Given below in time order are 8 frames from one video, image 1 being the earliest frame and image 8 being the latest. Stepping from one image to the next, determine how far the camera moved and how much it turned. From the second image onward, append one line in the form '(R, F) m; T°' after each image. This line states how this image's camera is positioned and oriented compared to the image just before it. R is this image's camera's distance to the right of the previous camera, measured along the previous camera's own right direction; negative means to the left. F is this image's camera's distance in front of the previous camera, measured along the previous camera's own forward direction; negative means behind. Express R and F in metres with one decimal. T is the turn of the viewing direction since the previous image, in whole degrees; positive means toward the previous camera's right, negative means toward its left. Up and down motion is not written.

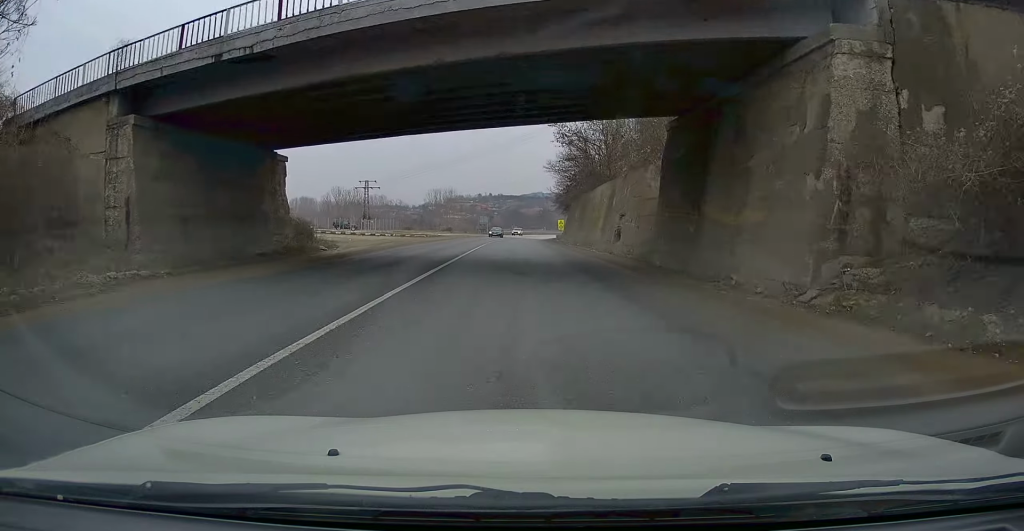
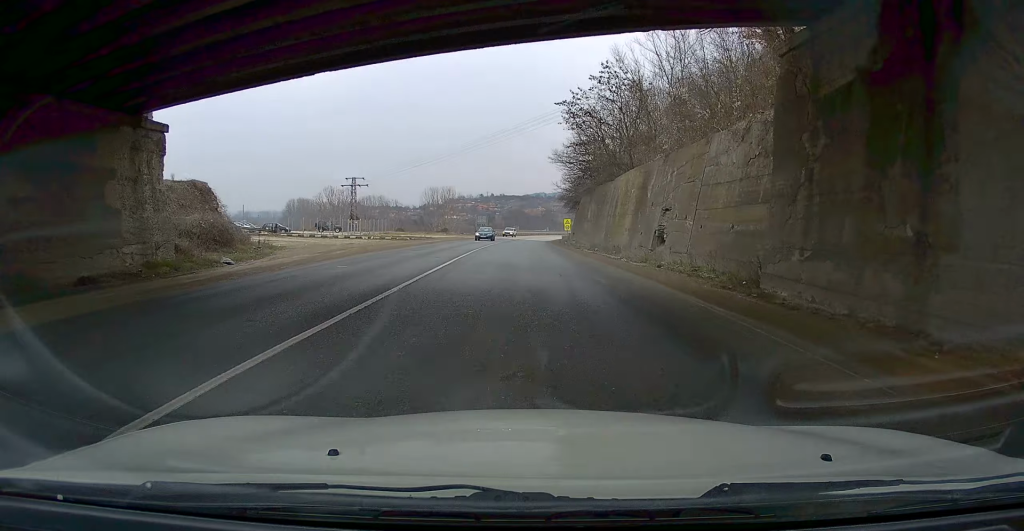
(0.0, +10.5) m; +1°
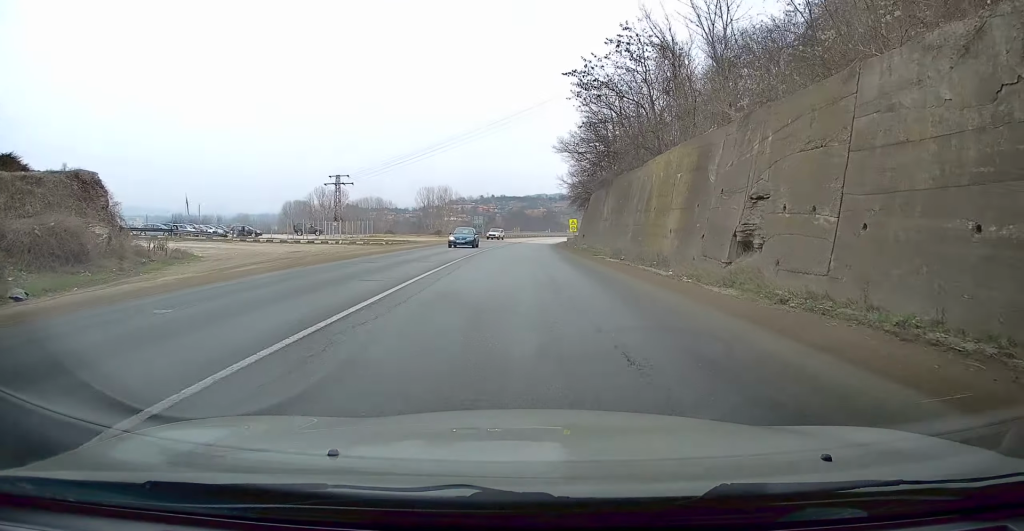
(+0.2, +9.9) m; 0°
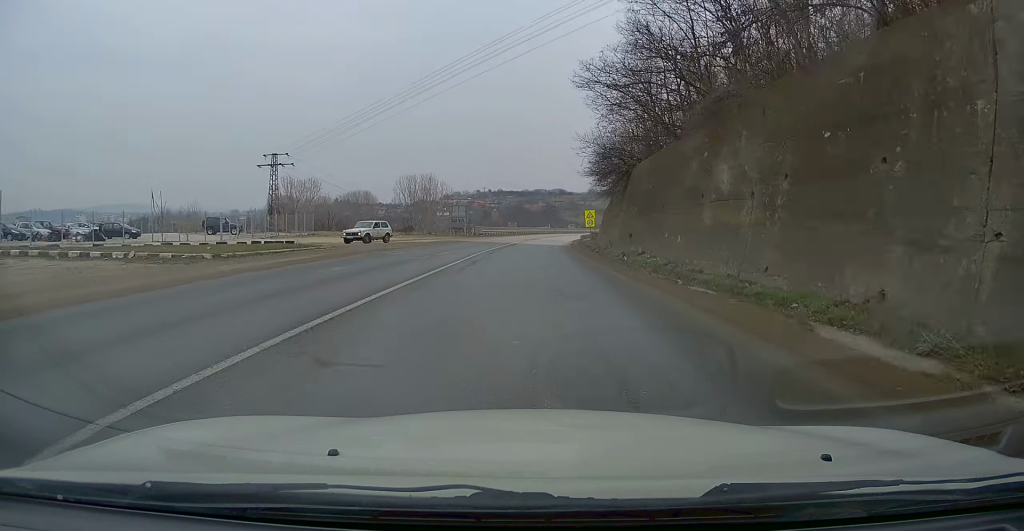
(-0.3, +25.7) m; -3°
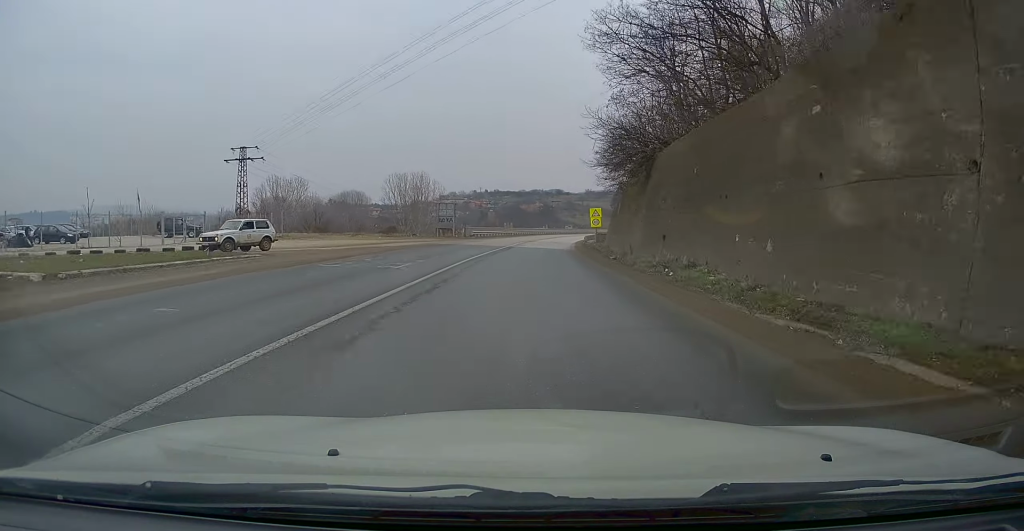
(-0.3, +8.0) m; 0°
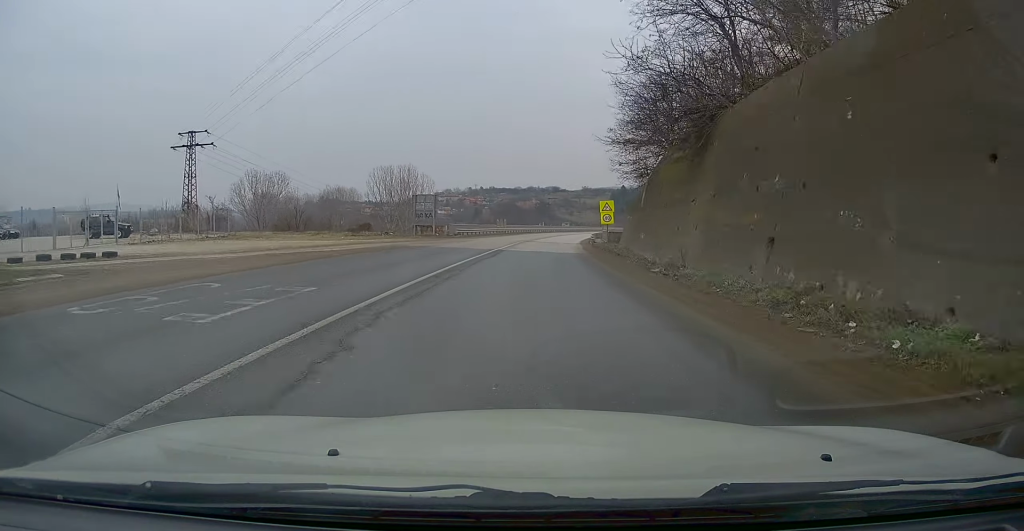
(+0.1, +10.5) m; +1°
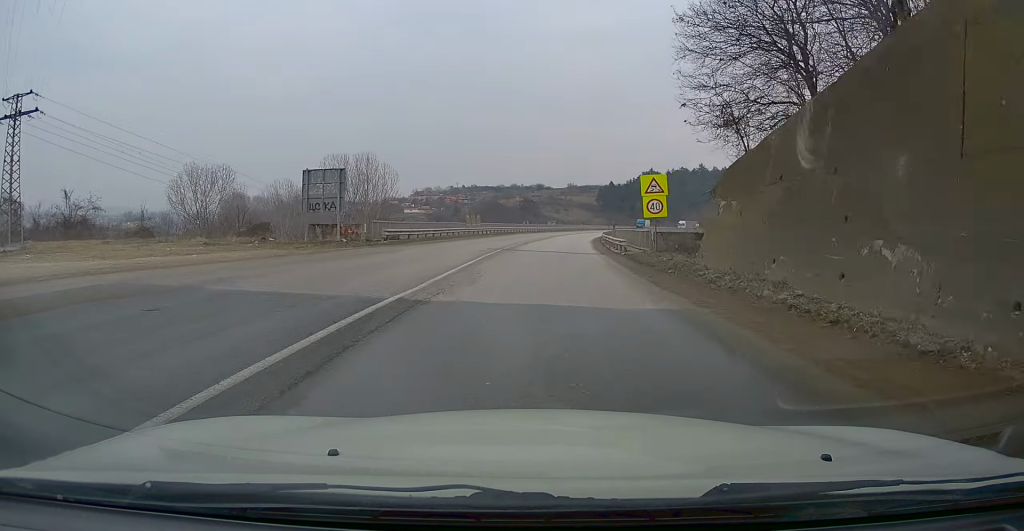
(+0.5, +21.7) m; 0°
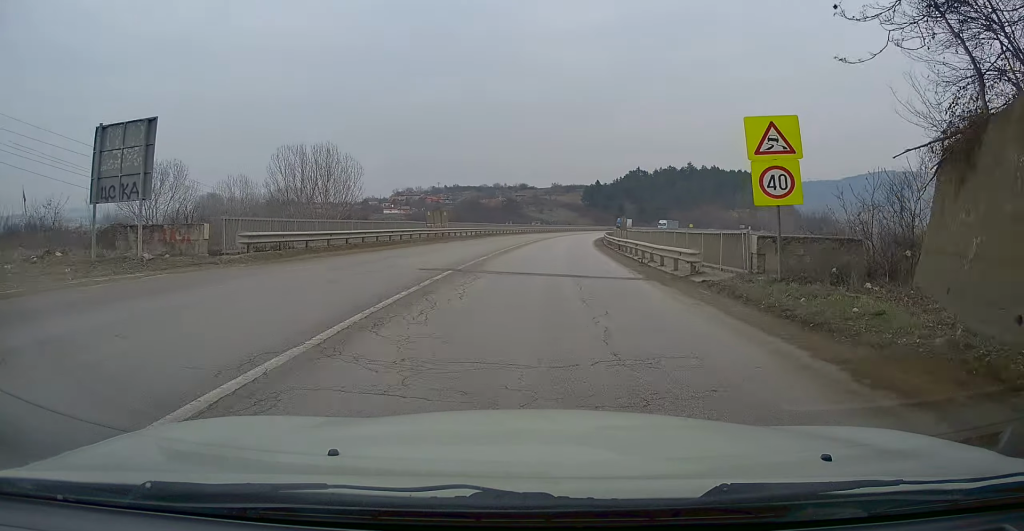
(-0.3, +13.5) m; +1°
